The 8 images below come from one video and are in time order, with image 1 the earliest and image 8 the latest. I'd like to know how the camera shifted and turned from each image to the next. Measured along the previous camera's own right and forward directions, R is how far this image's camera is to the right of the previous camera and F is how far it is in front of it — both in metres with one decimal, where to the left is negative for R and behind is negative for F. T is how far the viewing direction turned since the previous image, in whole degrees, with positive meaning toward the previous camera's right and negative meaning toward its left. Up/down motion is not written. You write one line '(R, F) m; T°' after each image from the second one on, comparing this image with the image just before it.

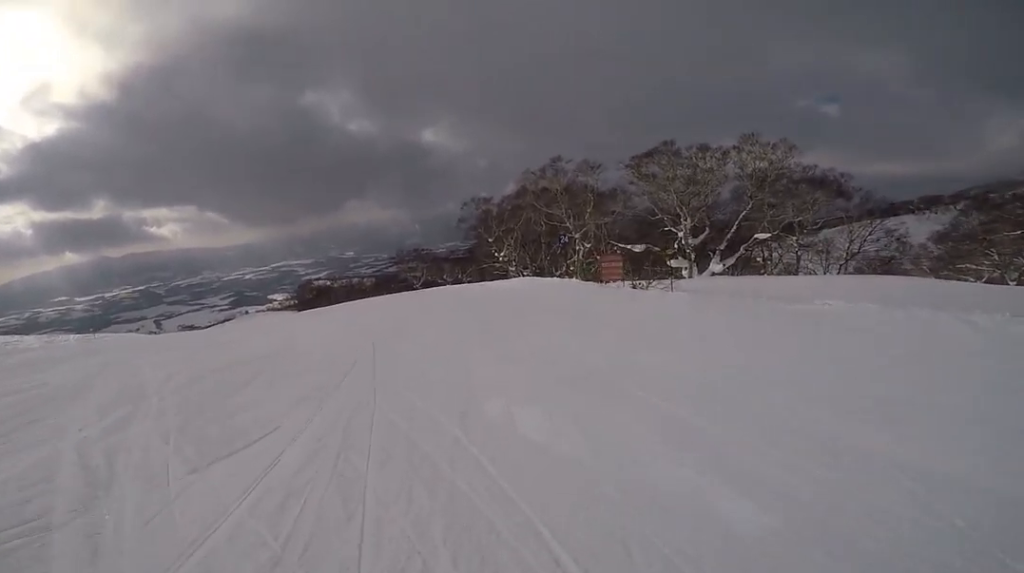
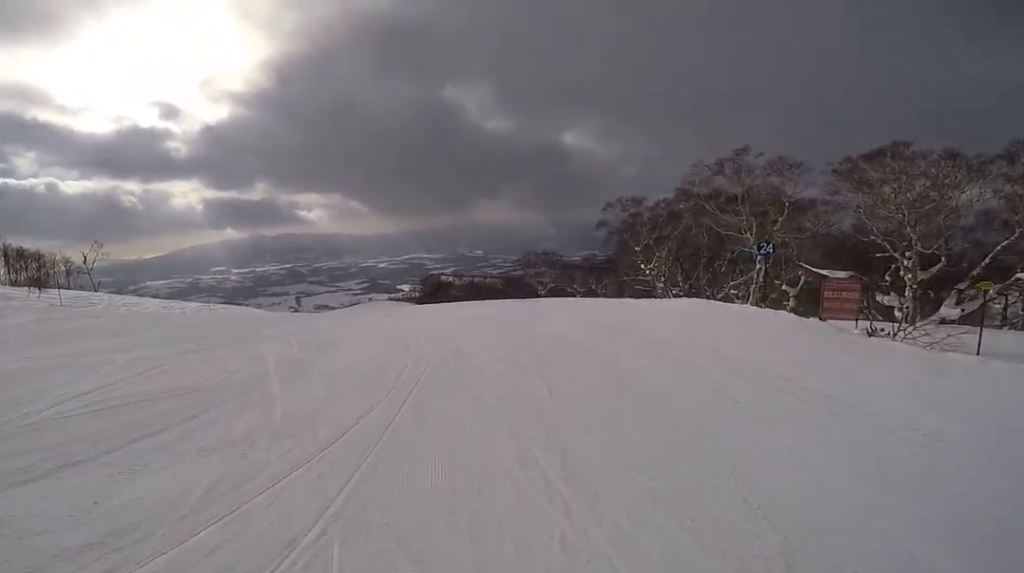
(+0.7, +4.7) m; -6°
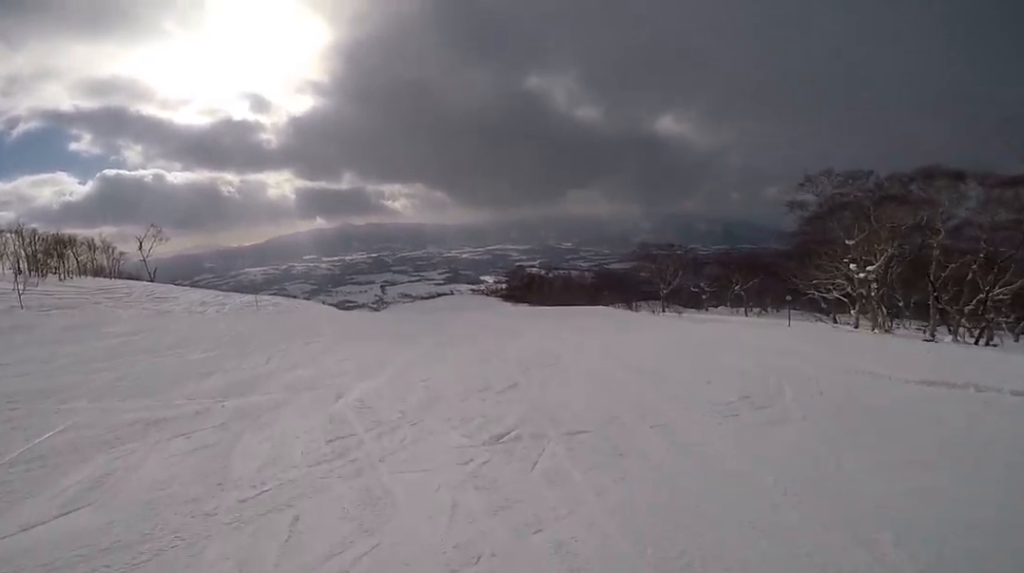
(-4.2, +10.3) m; -37°
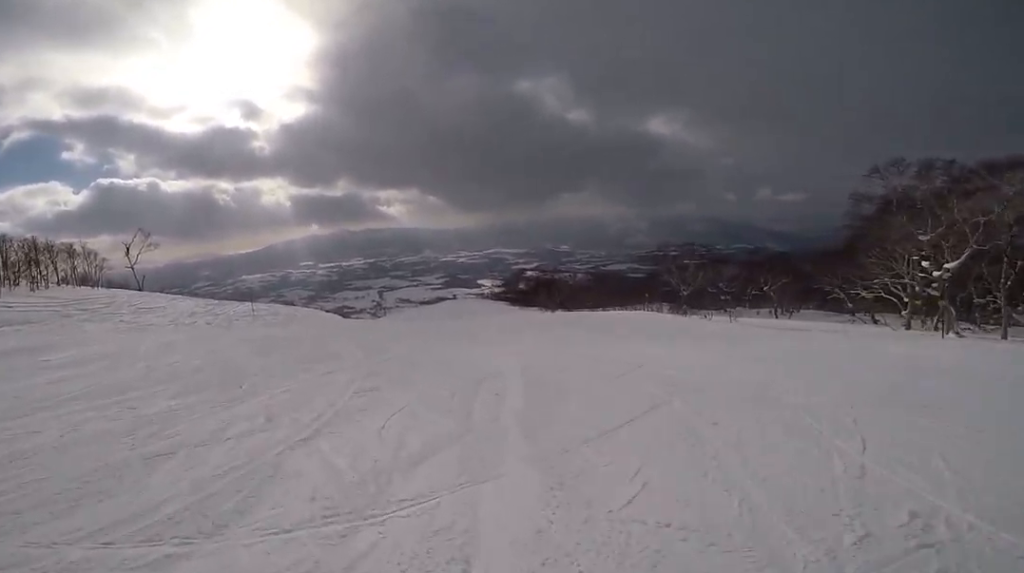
(-0.3, +4.5) m; -10°
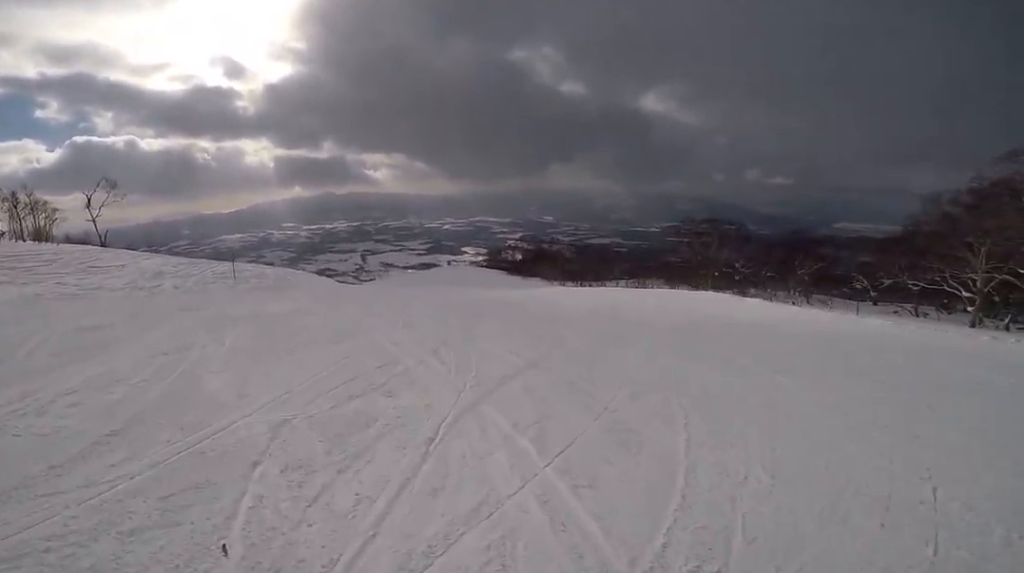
(-0.9, +6.6) m; +6°
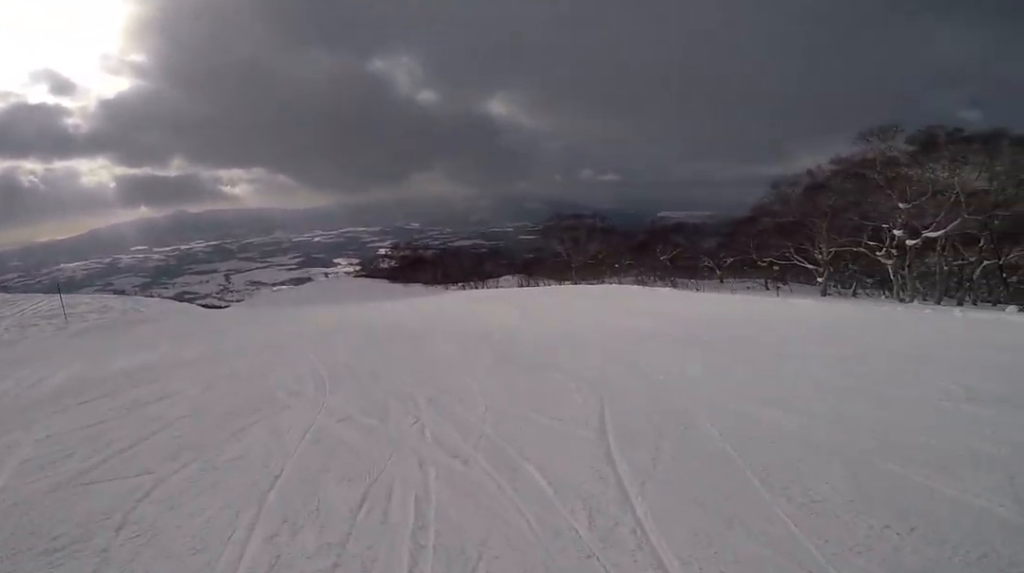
(+0.9, +3.6) m; +20°
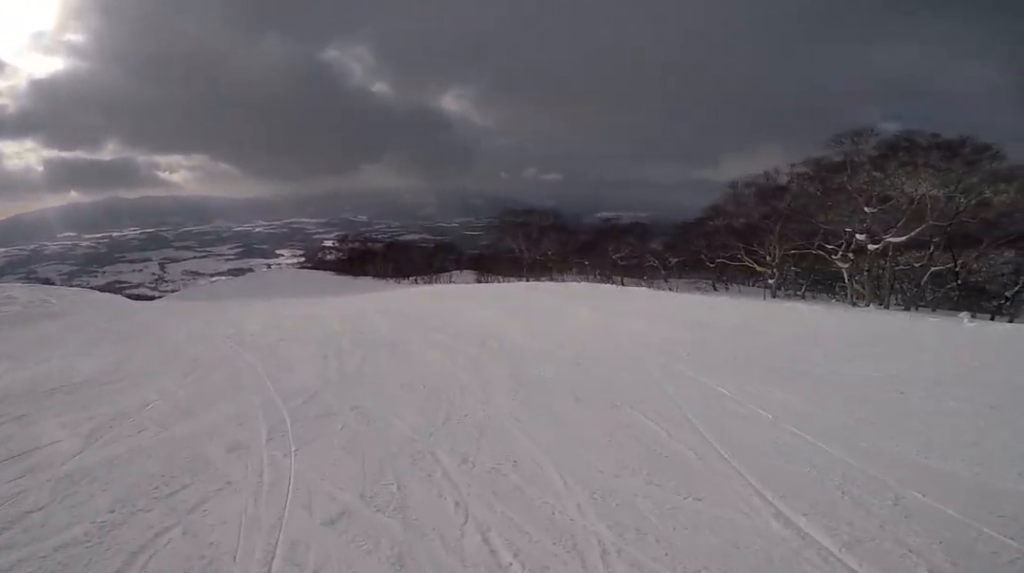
(0.0, +2.4) m; +15°
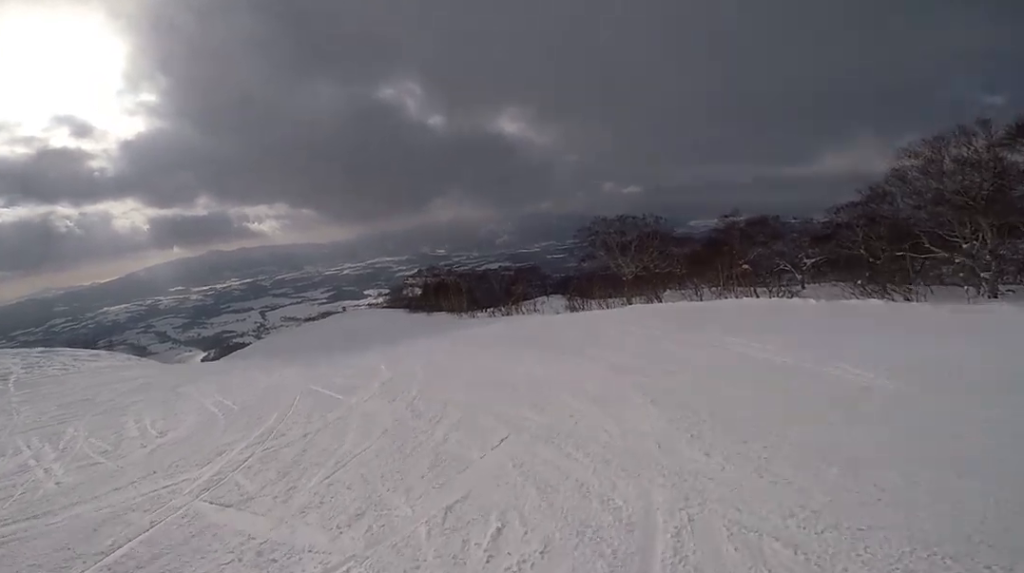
(+2.5, +7.6) m; +17°
